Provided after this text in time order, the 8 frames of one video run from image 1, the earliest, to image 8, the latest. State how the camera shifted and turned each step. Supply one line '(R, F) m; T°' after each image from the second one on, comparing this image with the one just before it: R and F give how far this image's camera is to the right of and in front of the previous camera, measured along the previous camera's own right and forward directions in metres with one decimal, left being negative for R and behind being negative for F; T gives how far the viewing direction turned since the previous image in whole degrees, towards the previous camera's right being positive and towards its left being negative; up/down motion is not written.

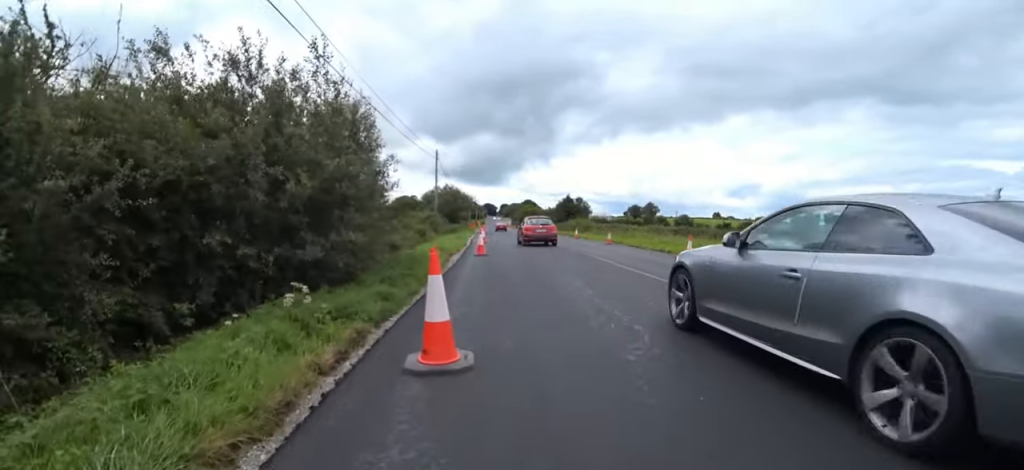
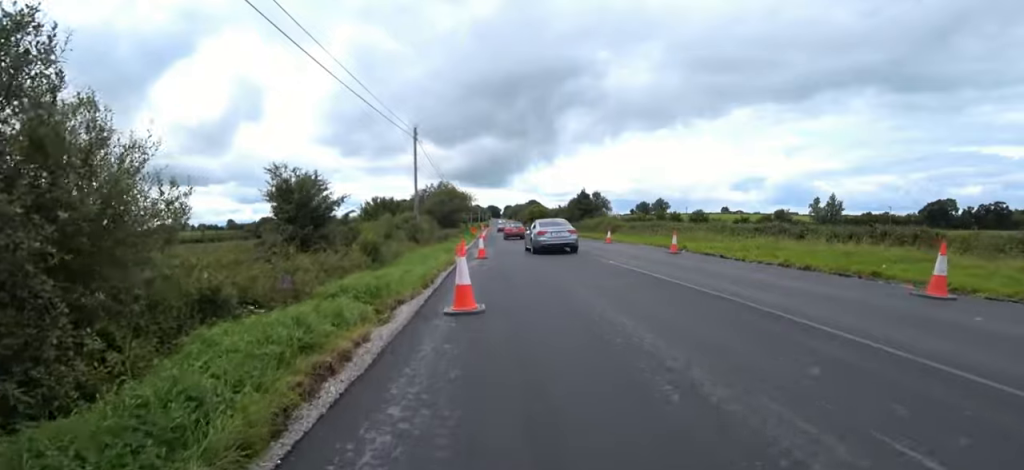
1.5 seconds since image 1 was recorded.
(-0.1, +10.0) m; -7°
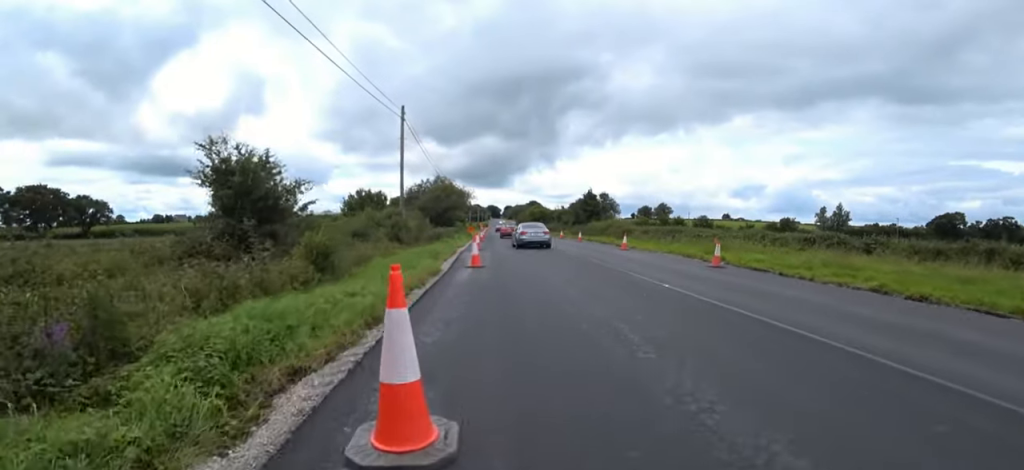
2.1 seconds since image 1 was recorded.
(-0.1, +3.9) m; -3°
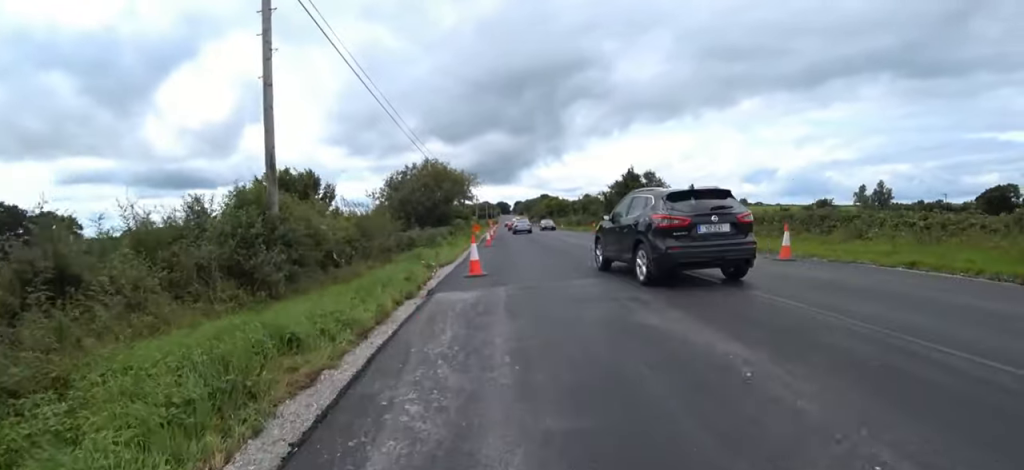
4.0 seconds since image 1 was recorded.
(+0.4, +13.5) m; +9°
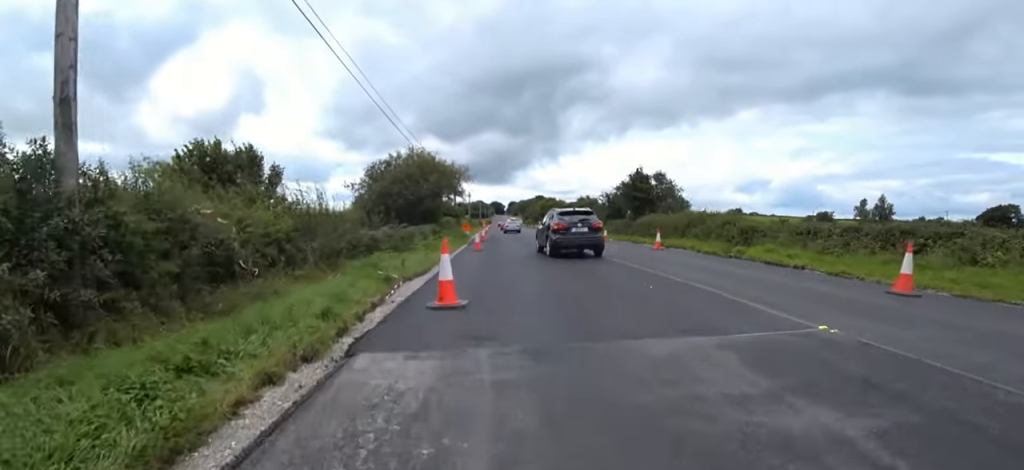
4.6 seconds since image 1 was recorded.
(+0.1, +4.0) m; 0°
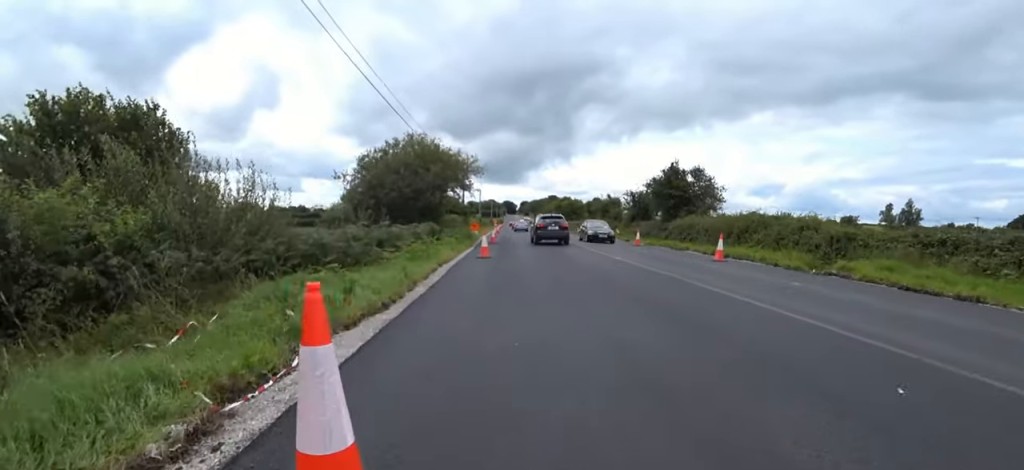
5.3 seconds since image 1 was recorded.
(0.0, +4.8) m; -5°
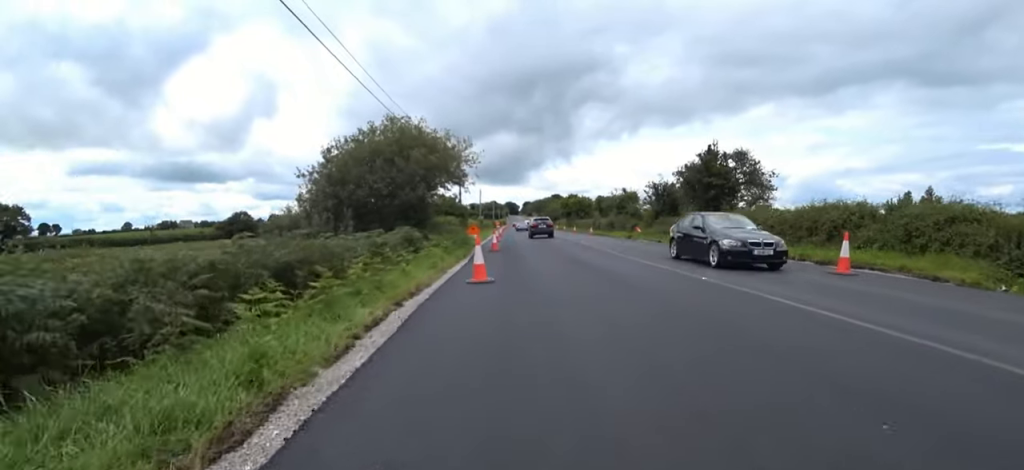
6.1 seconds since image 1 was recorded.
(-0.3, +5.8) m; -5°
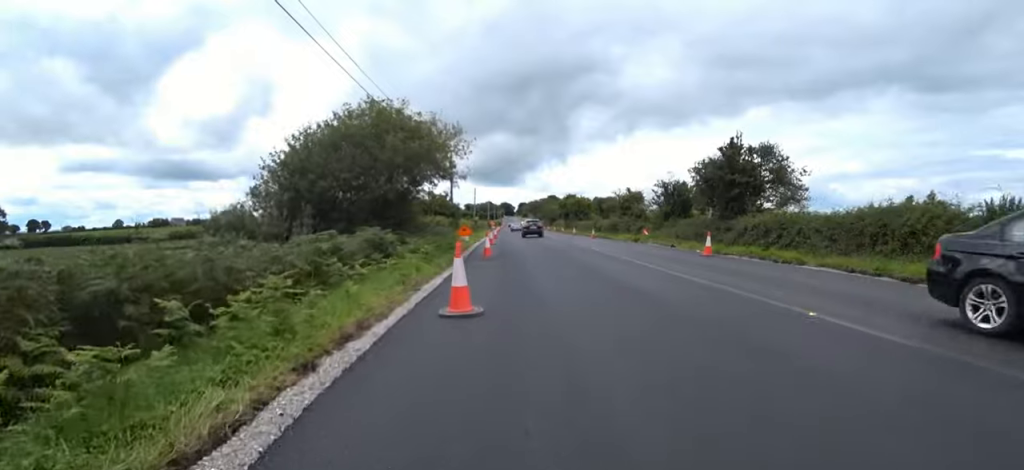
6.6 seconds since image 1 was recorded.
(-0.5, +3.3) m; 0°
